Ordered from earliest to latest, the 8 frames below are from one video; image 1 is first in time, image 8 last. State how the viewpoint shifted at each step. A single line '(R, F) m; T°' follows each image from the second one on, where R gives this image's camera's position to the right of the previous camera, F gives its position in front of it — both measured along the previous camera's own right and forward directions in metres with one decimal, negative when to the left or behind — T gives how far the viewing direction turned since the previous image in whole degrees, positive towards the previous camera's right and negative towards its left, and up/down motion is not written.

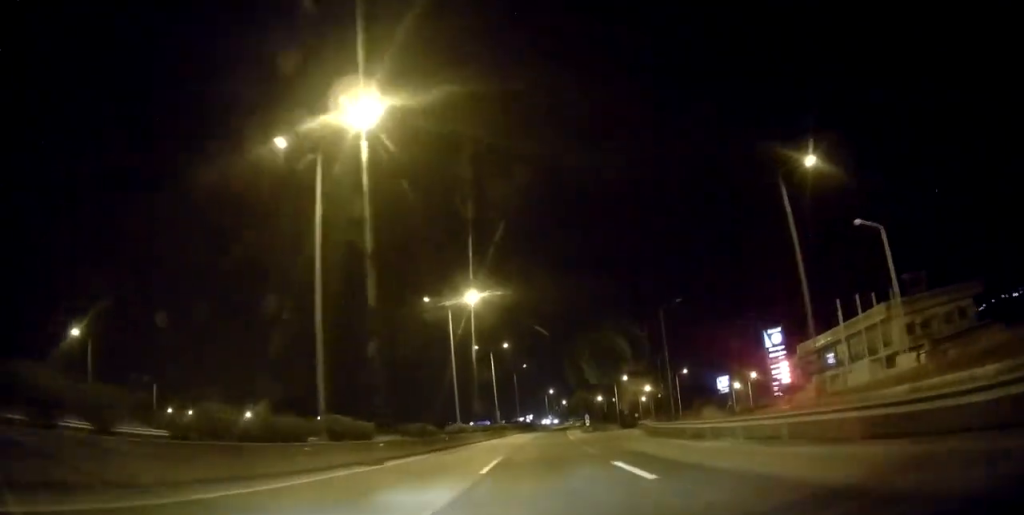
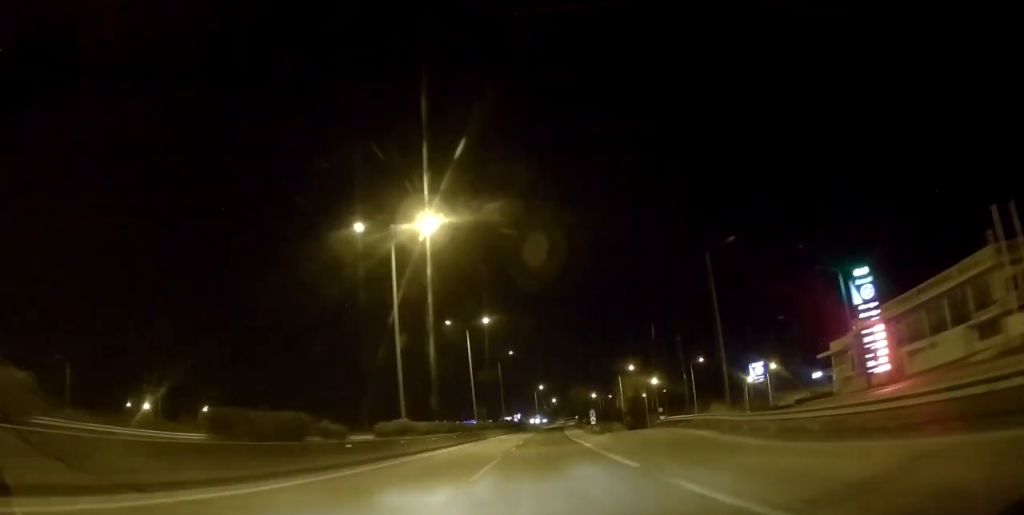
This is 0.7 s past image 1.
(+0.1, +20.8) m; +1°
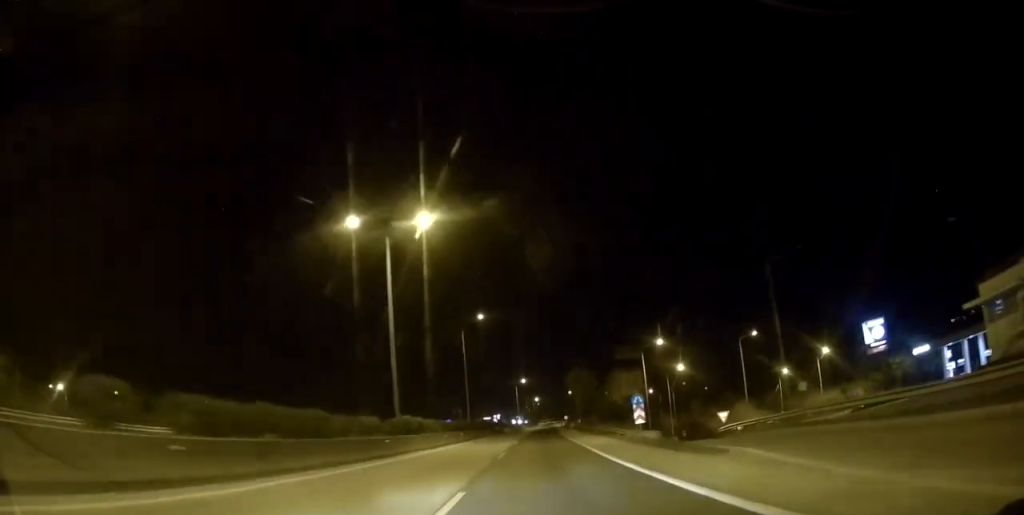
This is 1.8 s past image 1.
(+0.5, +34.7) m; +2°
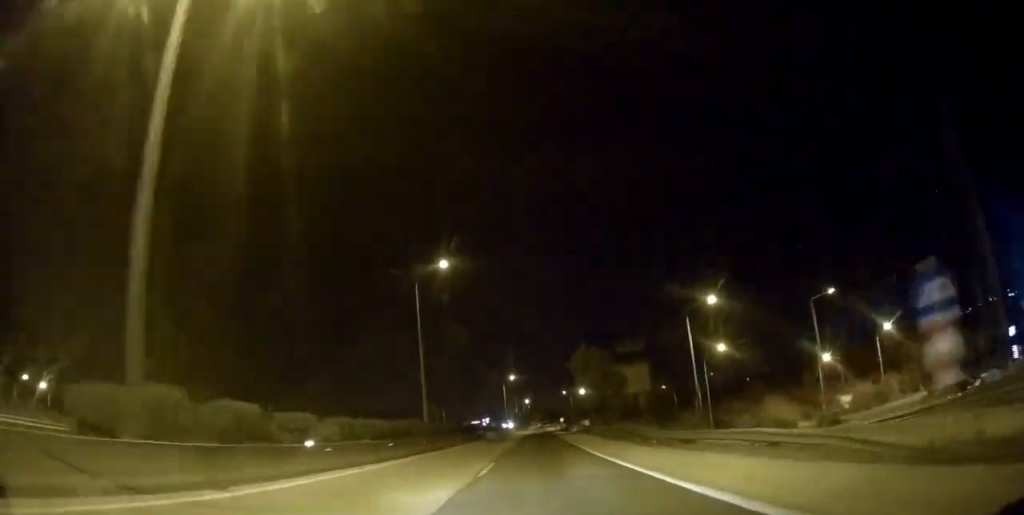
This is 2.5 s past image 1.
(+0.5, +23.9) m; 0°
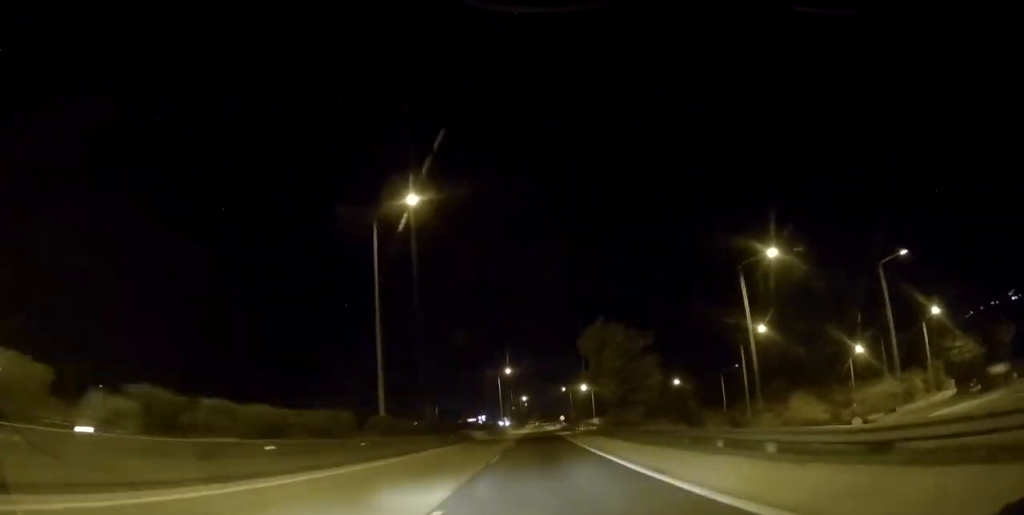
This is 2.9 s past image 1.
(-0.2, +13.4) m; 0°
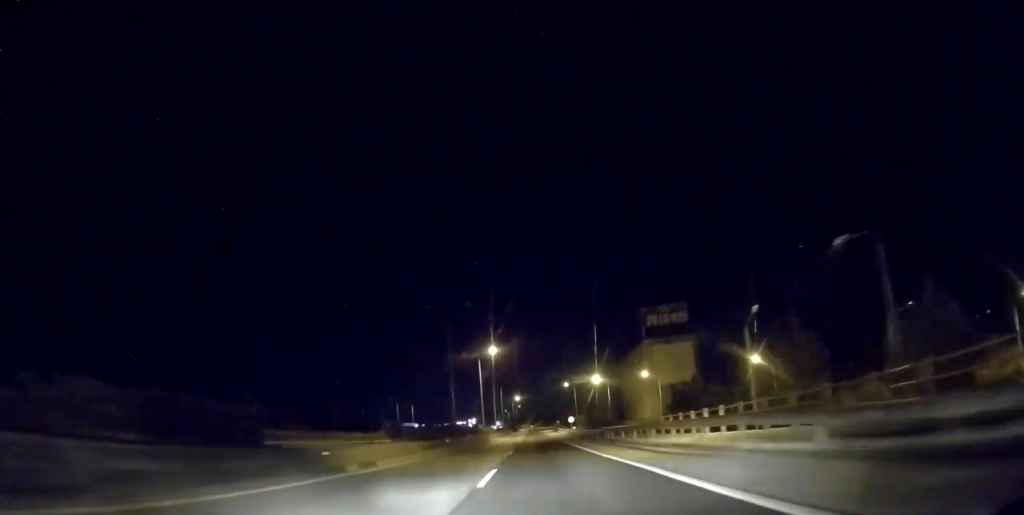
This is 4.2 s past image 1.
(+0.3, +42.4) m; +1°
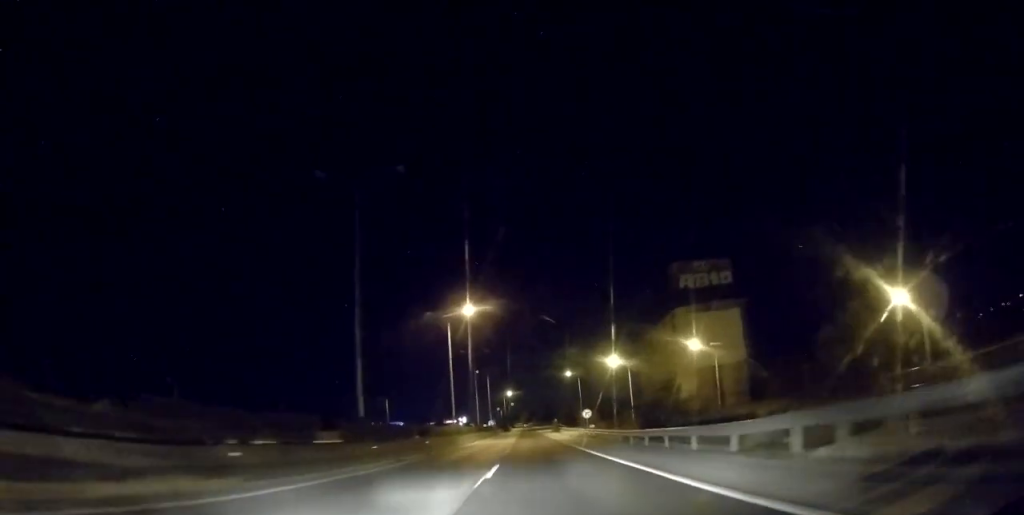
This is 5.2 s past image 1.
(+0.1, +31.5) m; 0°
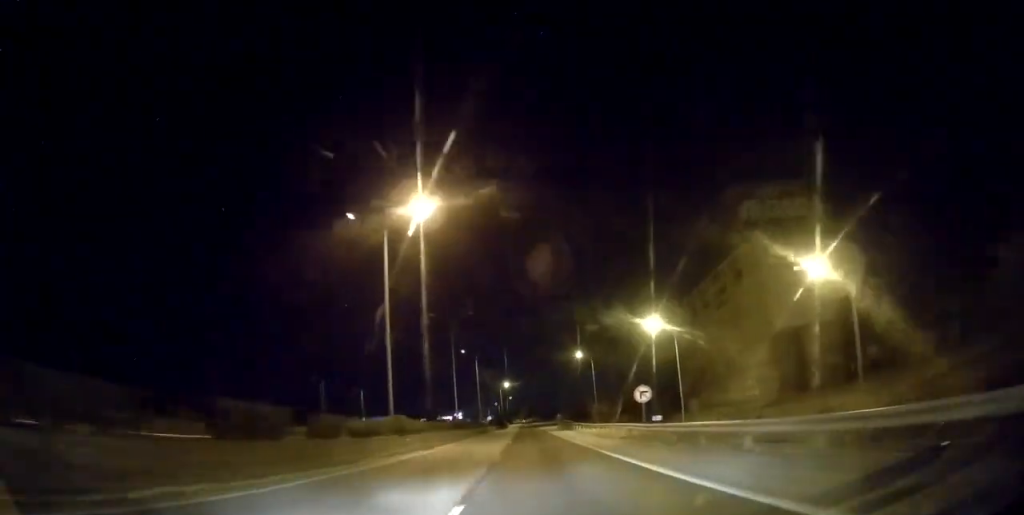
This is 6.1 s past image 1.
(-0.3, +29.0) m; -1°
